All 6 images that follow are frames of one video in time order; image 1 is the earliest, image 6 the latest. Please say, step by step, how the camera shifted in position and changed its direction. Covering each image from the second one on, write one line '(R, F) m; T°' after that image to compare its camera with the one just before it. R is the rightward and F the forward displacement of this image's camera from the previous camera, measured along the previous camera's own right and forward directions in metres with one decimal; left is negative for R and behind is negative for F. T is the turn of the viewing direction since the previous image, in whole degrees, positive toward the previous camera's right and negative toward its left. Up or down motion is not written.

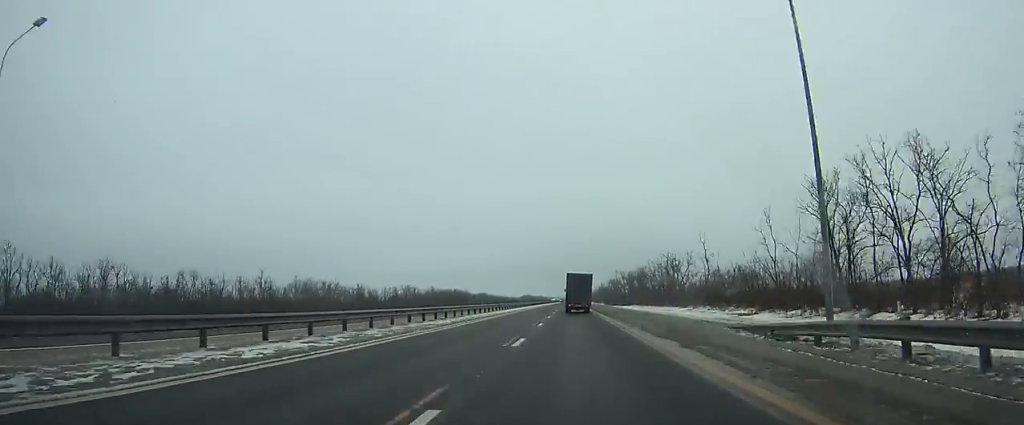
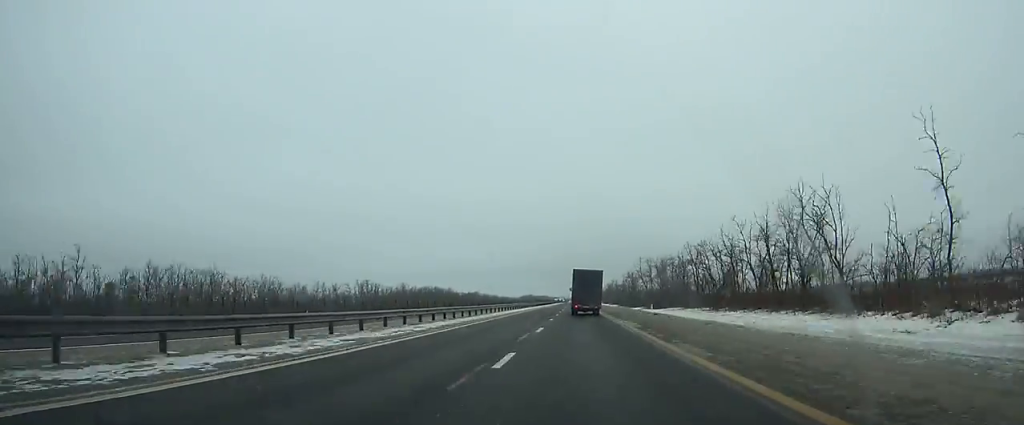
(-0.3, +65.9) m; 0°
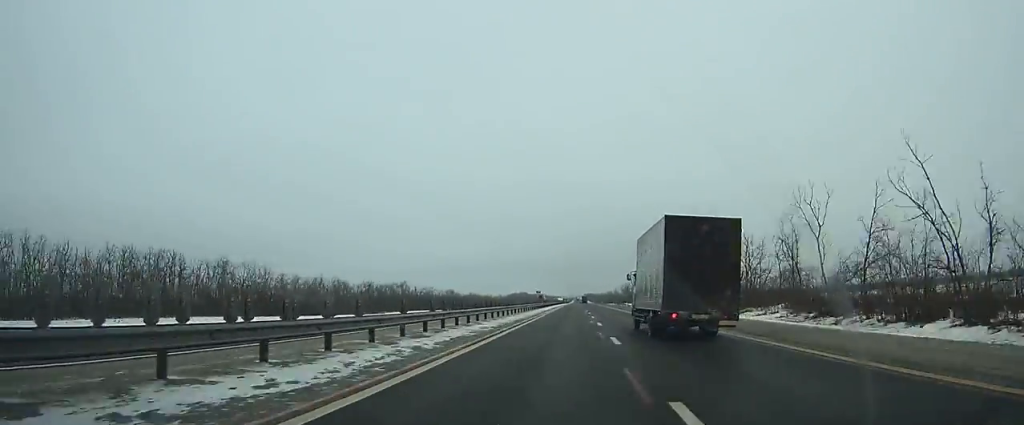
(-1.2, +225.8) m; 0°
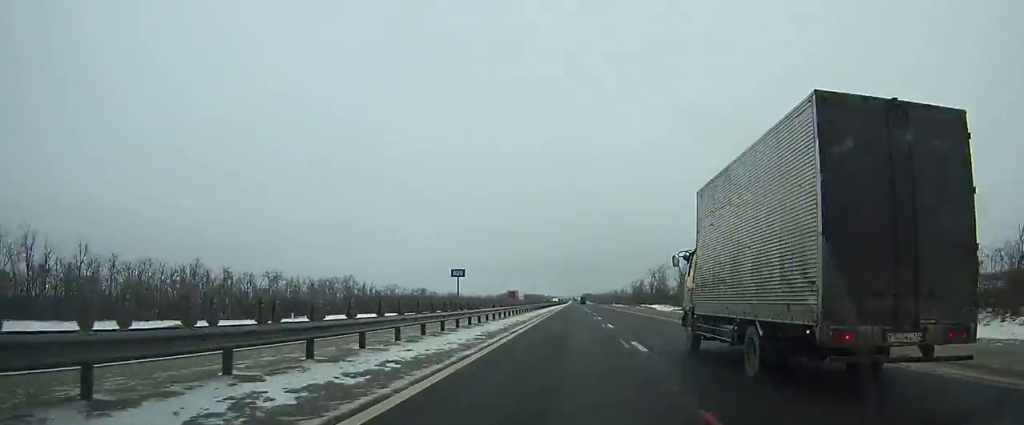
(-0.1, +61.4) m; 0°
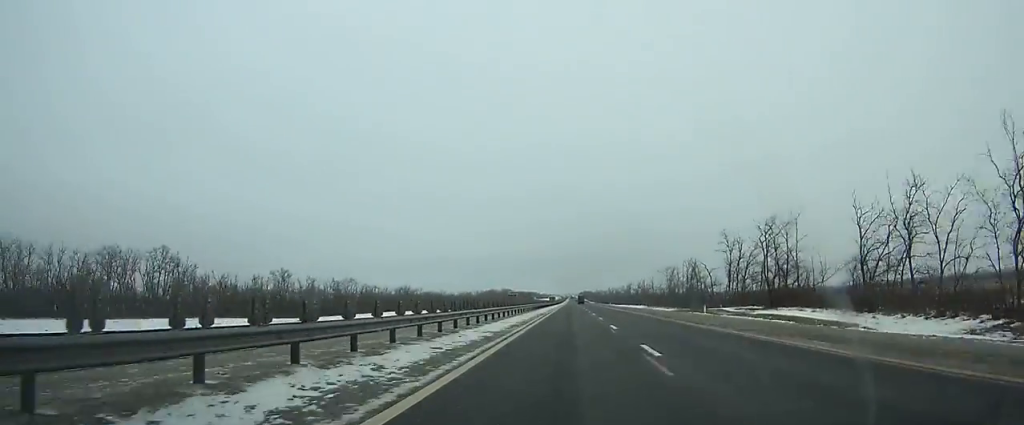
(+0.4, +93.9) m; +1°
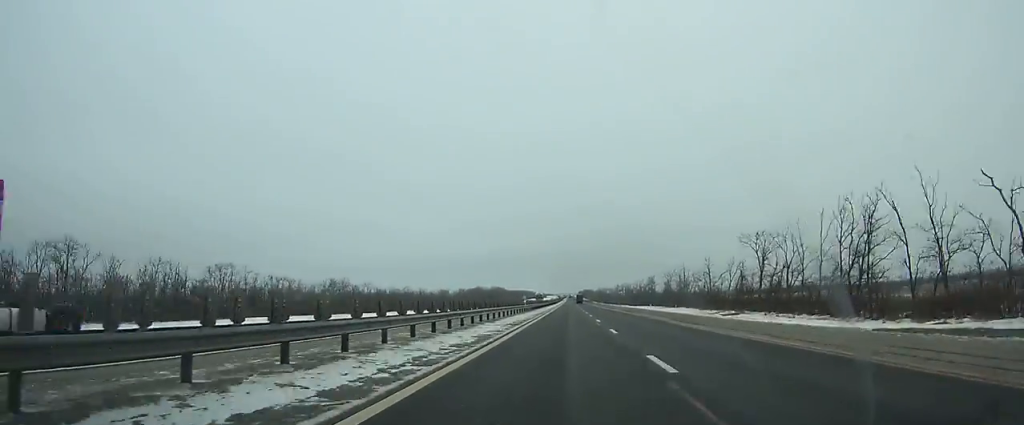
(+0.6, +70.4) m; 0°
